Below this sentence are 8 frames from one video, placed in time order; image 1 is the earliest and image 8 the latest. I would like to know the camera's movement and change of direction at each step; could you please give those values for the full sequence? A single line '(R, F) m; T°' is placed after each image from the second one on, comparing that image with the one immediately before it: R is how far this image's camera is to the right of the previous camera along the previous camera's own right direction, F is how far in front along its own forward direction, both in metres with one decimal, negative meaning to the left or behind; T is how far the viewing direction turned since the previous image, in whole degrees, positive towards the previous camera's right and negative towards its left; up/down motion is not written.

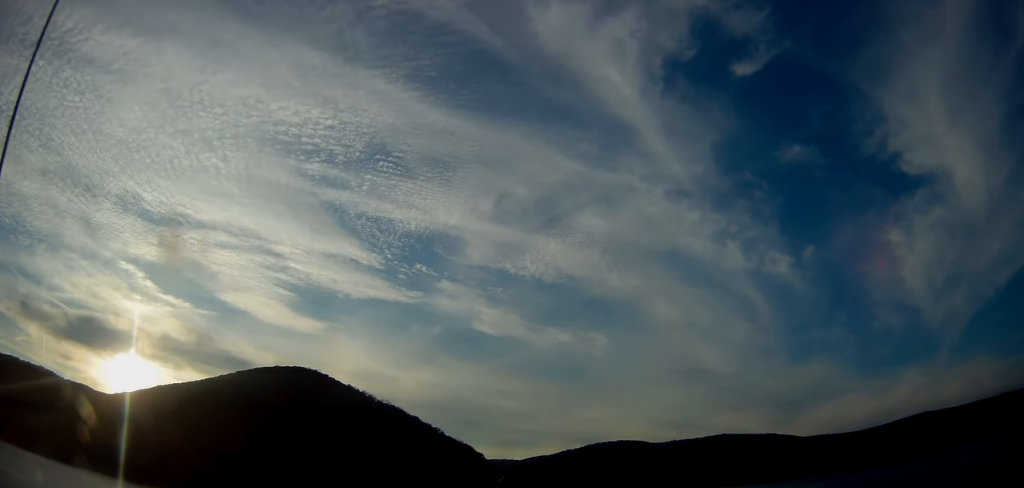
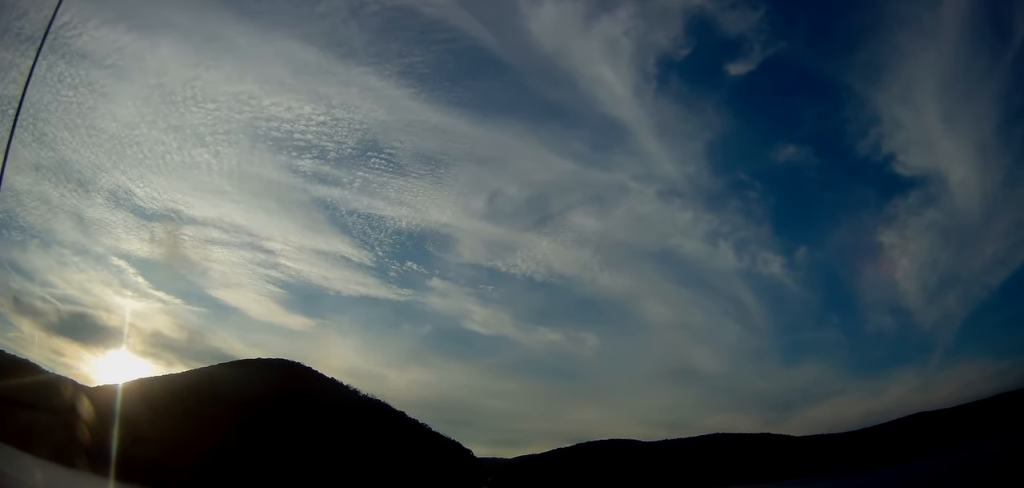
(0.0, +35.3) m; +1°
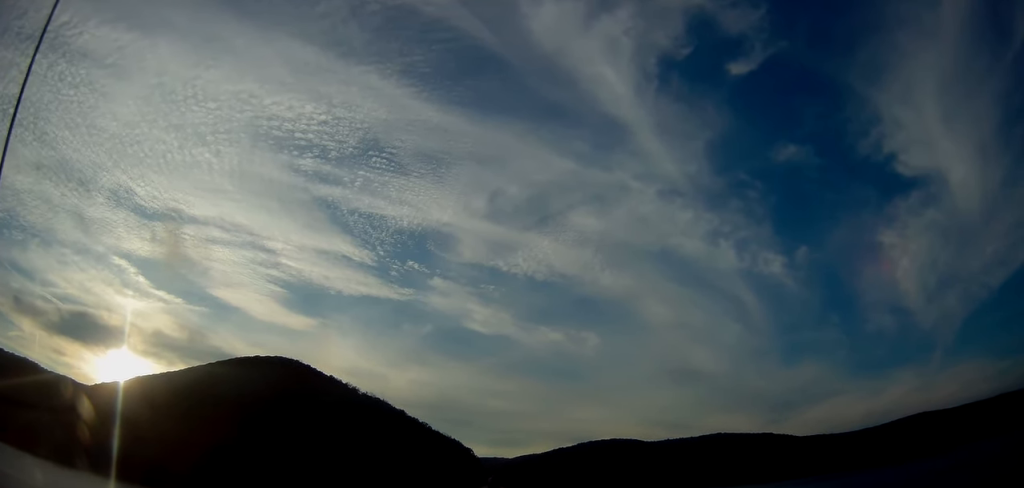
(+0.1, +12.0) m; 0°
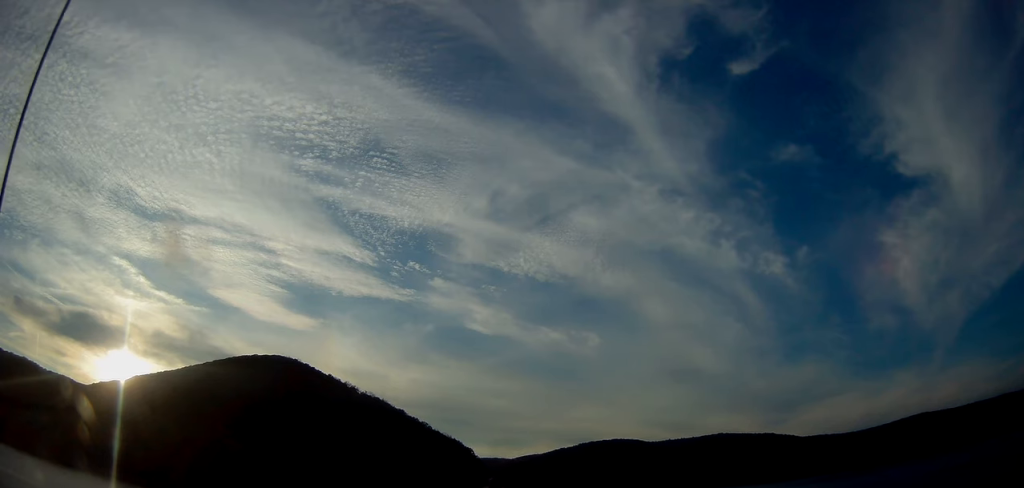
(+0.2, +10.5) m; 0°
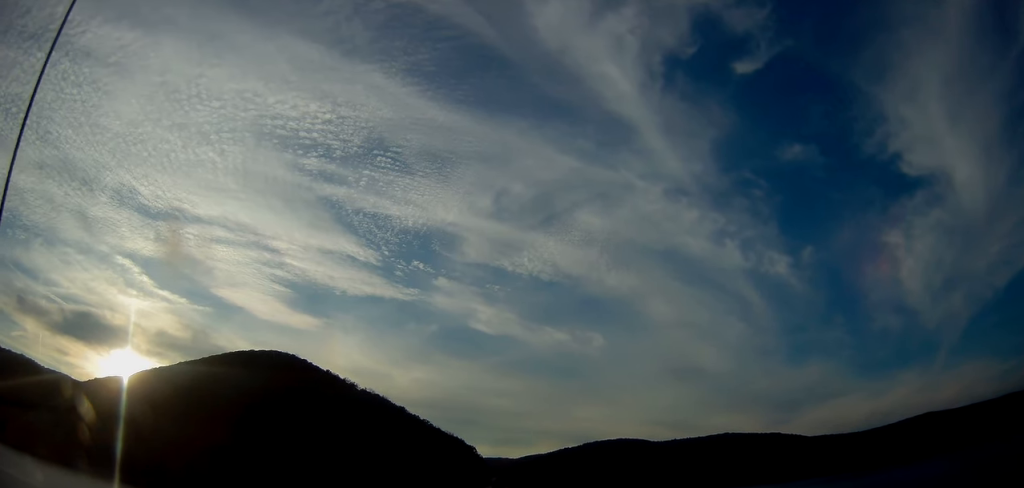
(-0.3, +26.0) m; 0°
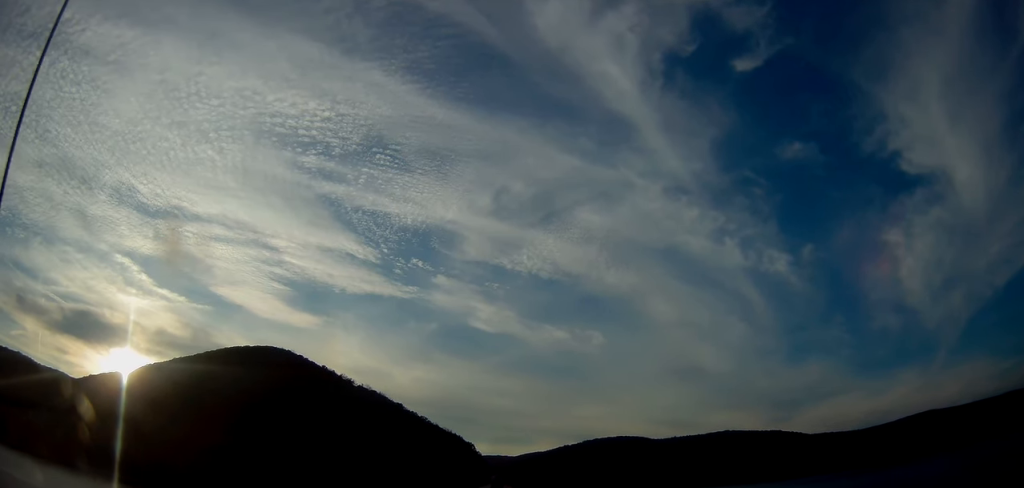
(+0.2, +14.0) m; 0°
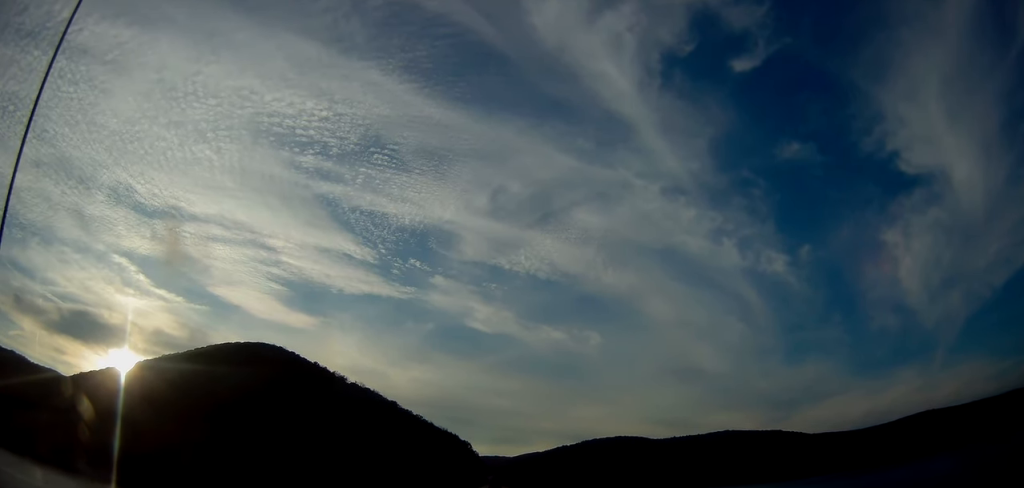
(-0.1, +23.6) m; 0°
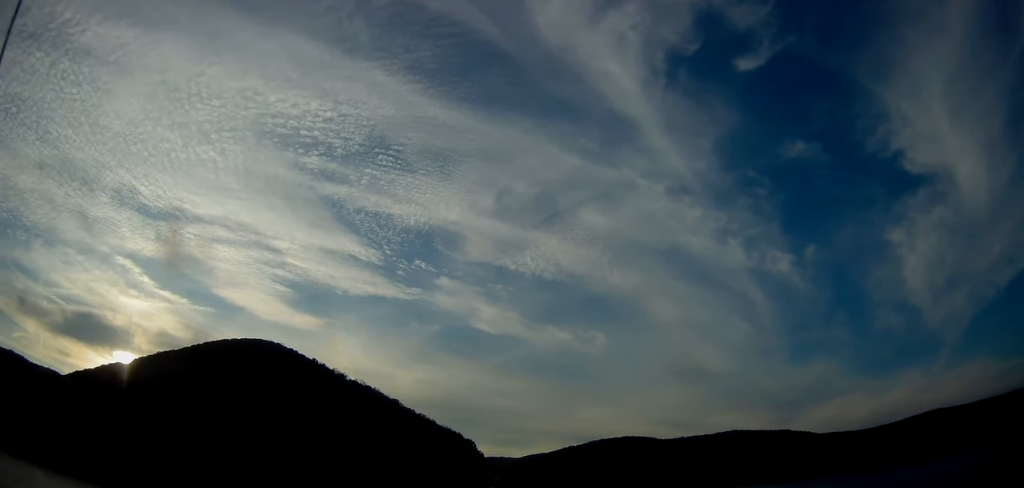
(0.0, +27.2) m; +1°
